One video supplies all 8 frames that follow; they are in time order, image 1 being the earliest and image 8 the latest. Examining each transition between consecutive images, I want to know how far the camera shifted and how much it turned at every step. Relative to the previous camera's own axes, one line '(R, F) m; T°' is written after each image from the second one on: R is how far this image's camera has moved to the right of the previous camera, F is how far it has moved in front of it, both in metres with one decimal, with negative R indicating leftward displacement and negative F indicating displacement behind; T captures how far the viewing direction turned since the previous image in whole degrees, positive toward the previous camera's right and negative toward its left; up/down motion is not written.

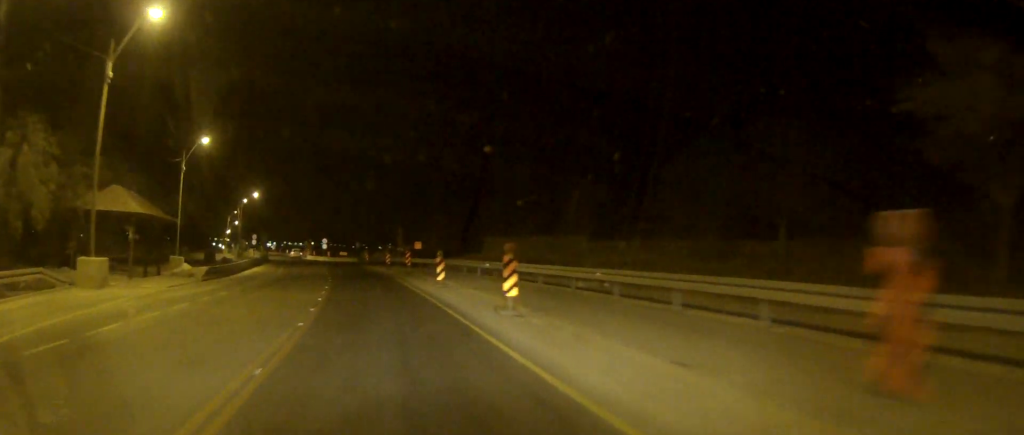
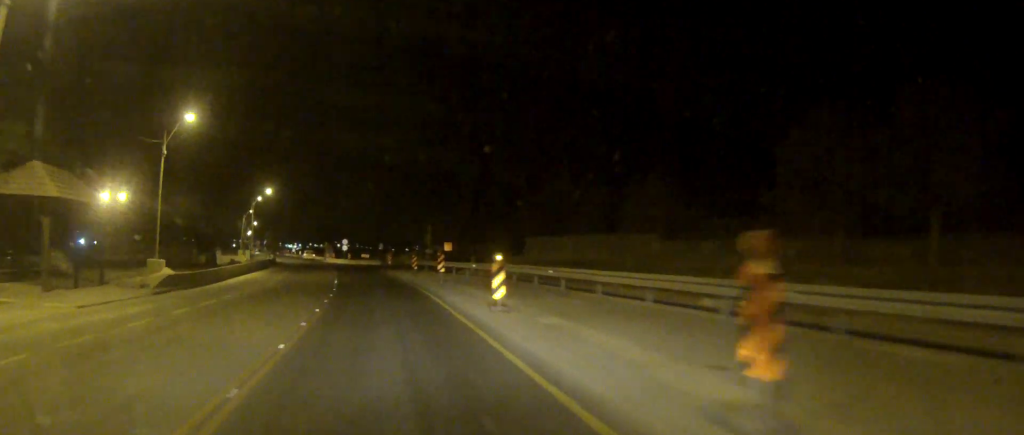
(-0.3, +9.8) m; -2°
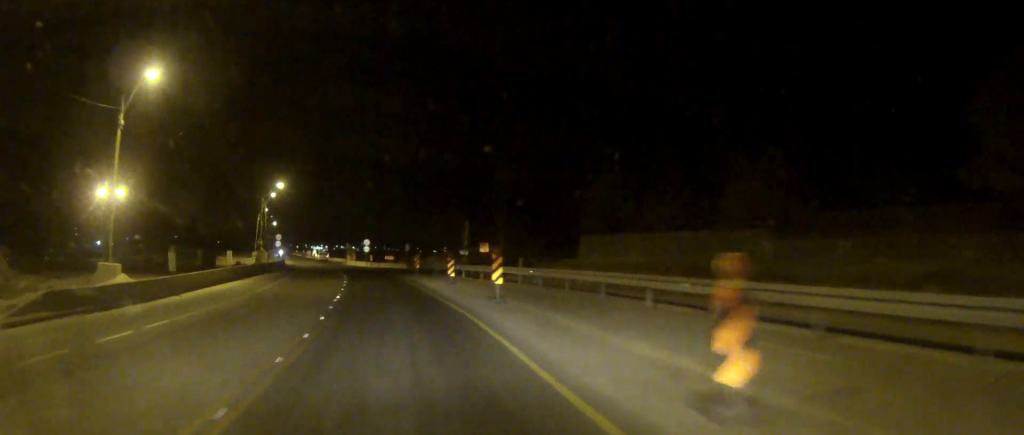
(-0.2, +11.0) m; -2°
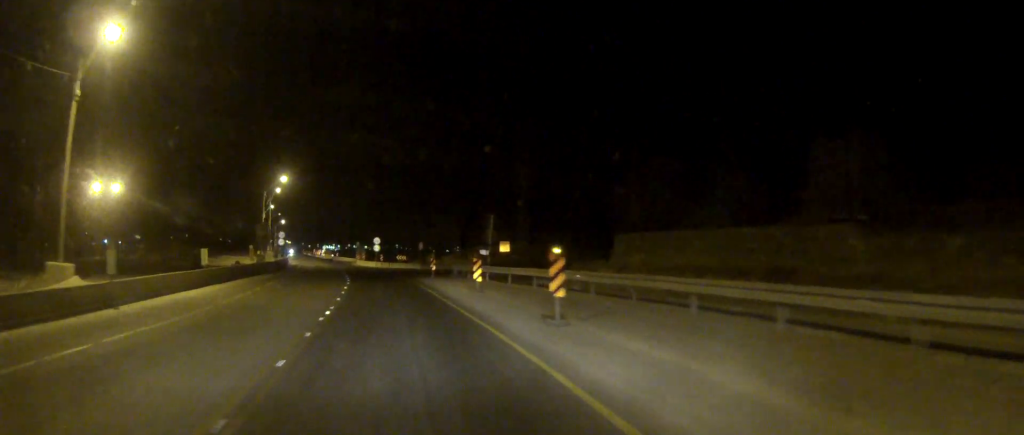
(-0.1, +6.4) m; -1°
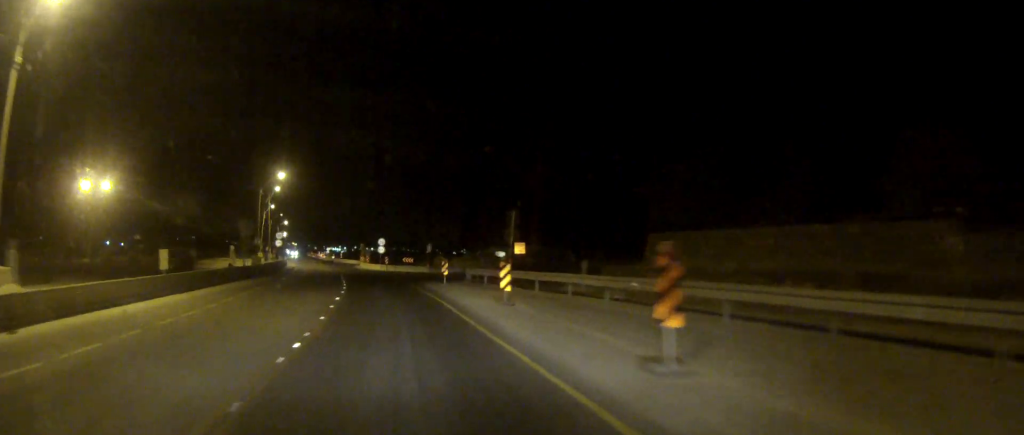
(0.0, +5.5) m; -1°
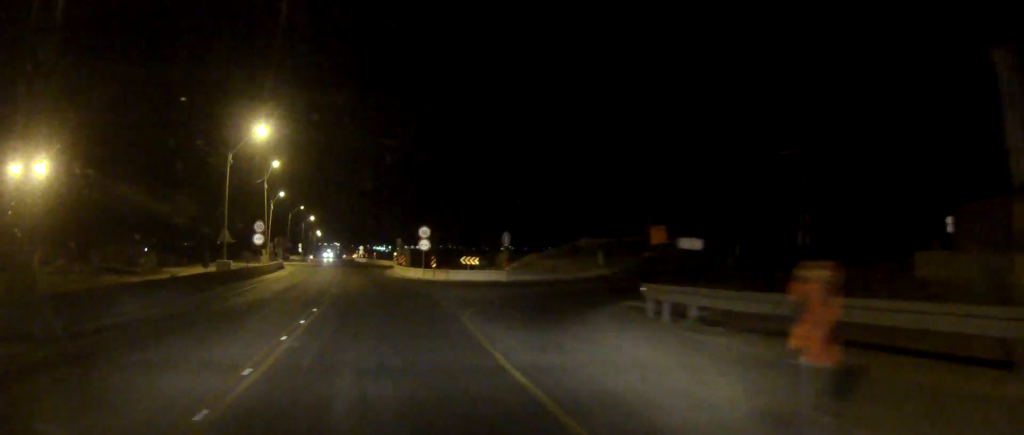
(-0.9, +28.0) m; -4°
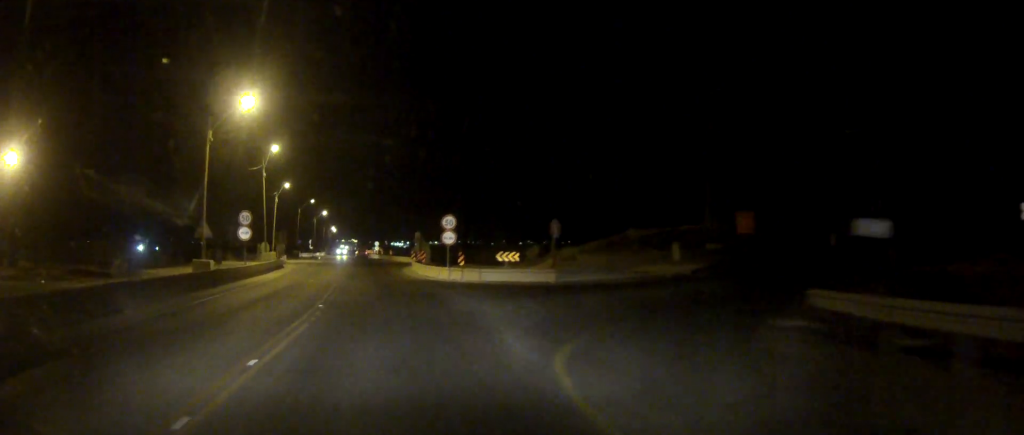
(-0.1, +8.8) m; -1°
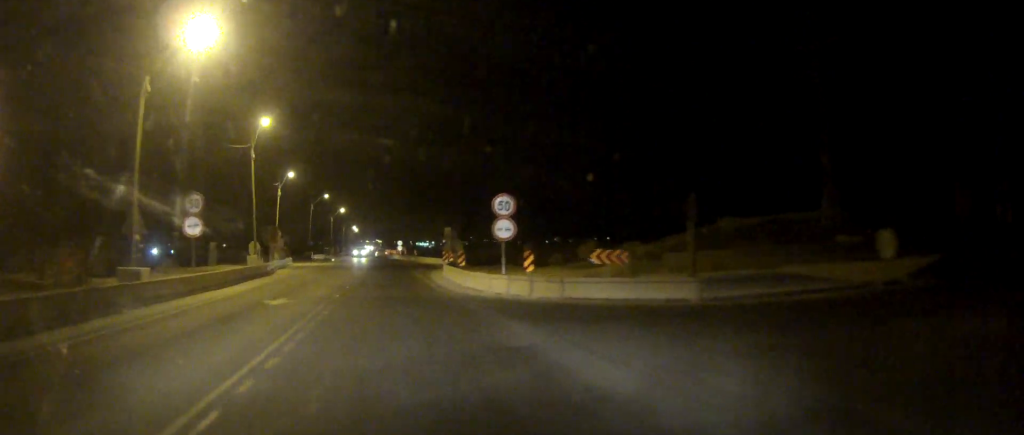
(-0.3, +13.5) m; -2°
